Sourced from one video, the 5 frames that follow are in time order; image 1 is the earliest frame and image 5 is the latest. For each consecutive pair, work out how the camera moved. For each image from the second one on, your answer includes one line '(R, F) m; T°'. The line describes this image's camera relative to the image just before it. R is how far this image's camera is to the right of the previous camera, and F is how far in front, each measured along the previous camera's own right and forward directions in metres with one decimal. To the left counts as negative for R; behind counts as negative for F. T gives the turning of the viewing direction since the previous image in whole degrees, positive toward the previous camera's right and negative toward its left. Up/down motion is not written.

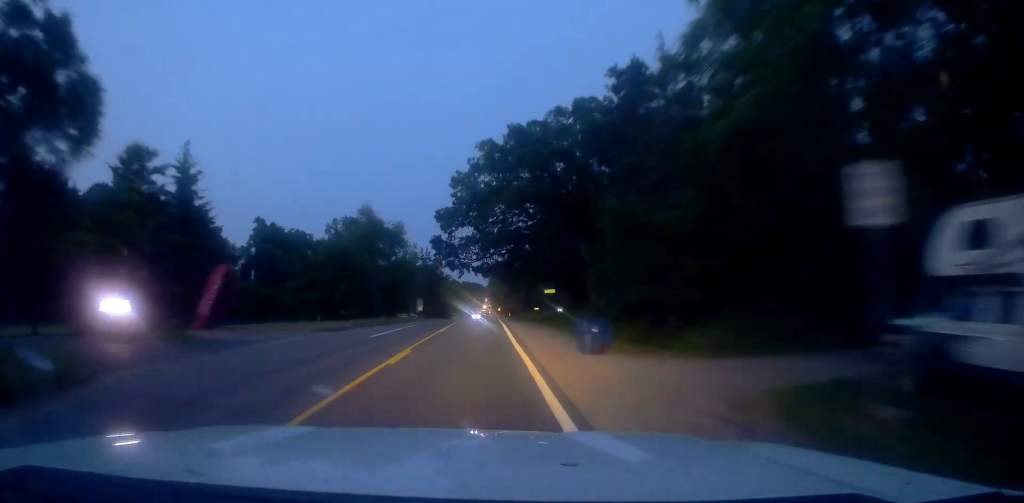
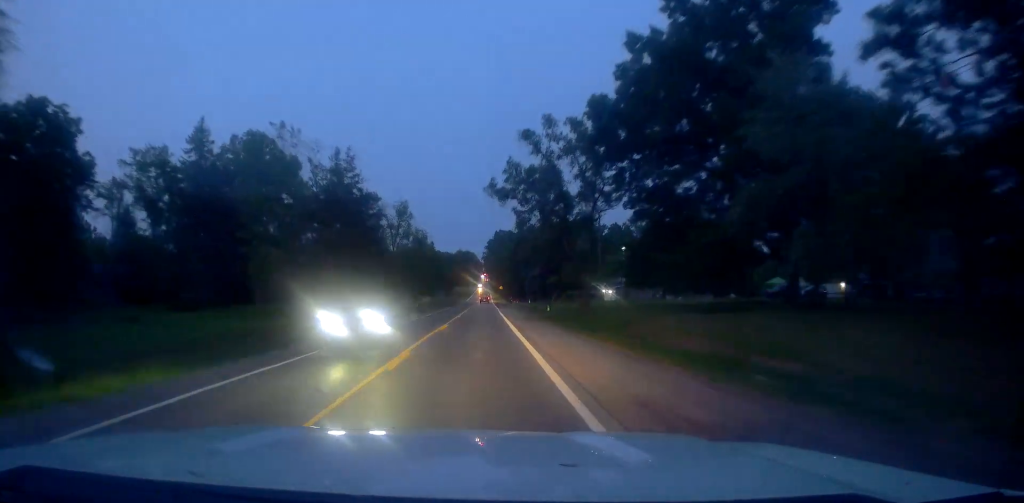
(-1.3, +79.4) m; -1°
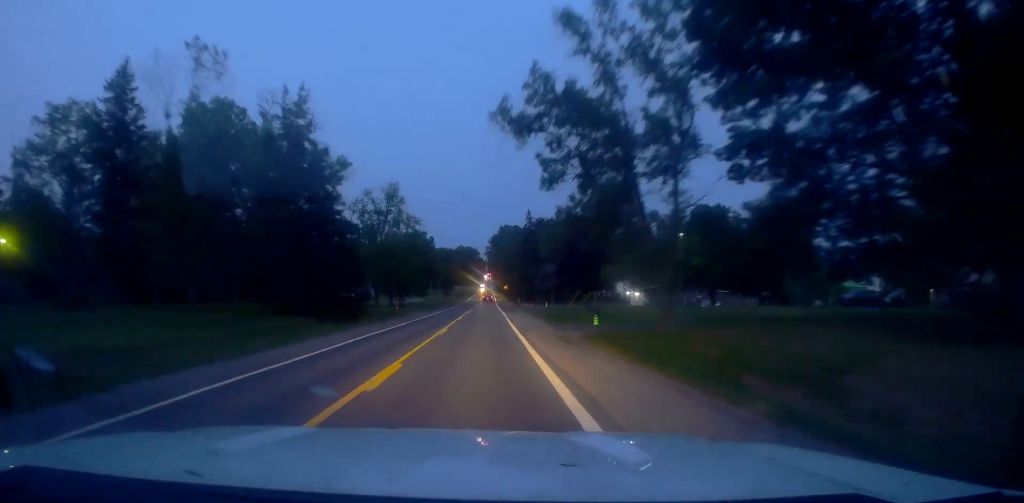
(+0.4, +18.0) m; +1°
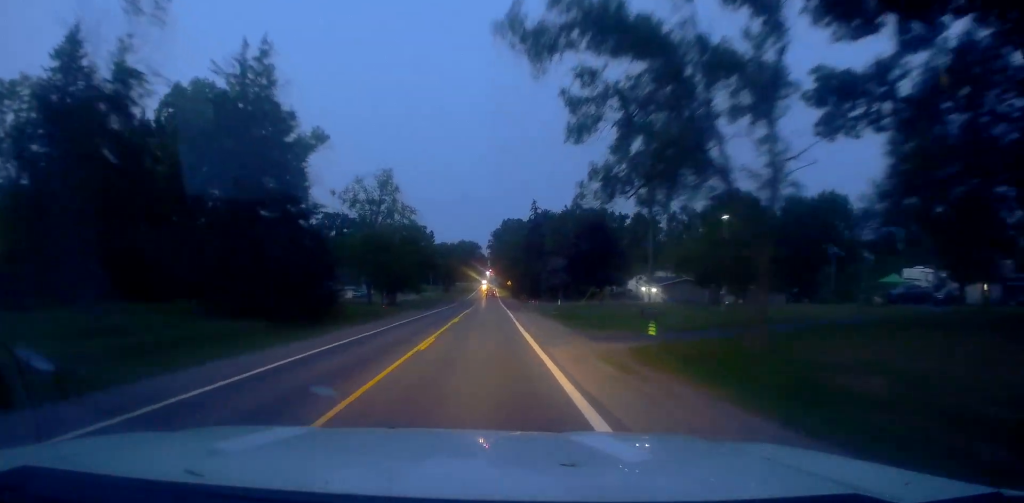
(+0.2, +8.4) m; -1°
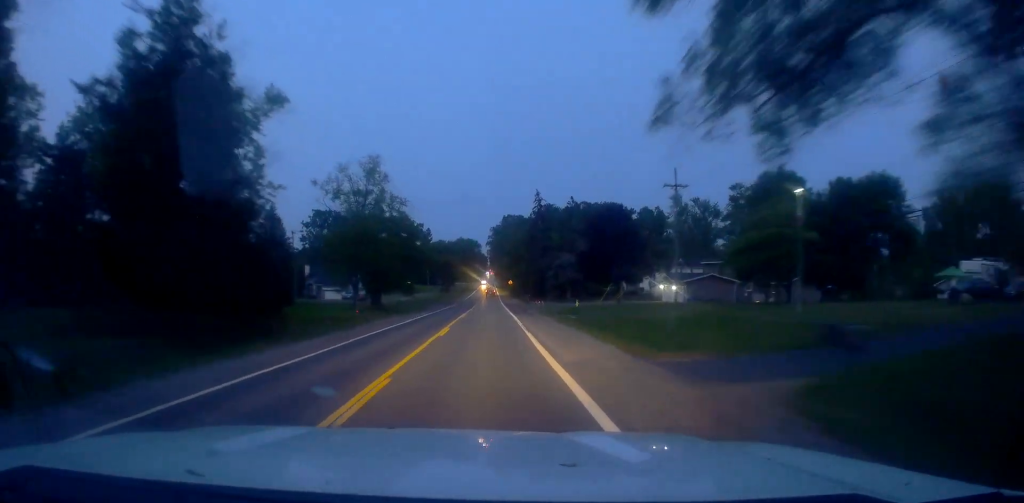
(-0.2, +9.6) m; -1°
